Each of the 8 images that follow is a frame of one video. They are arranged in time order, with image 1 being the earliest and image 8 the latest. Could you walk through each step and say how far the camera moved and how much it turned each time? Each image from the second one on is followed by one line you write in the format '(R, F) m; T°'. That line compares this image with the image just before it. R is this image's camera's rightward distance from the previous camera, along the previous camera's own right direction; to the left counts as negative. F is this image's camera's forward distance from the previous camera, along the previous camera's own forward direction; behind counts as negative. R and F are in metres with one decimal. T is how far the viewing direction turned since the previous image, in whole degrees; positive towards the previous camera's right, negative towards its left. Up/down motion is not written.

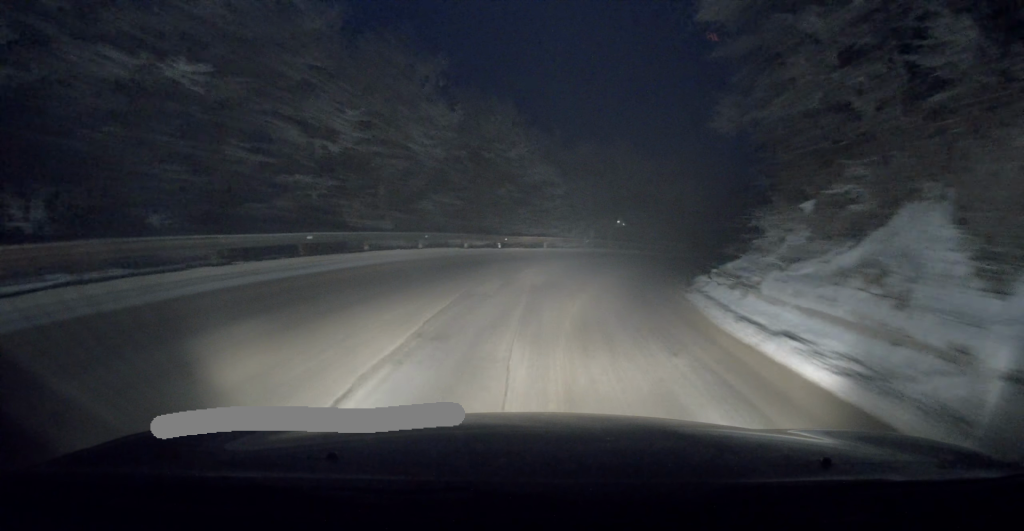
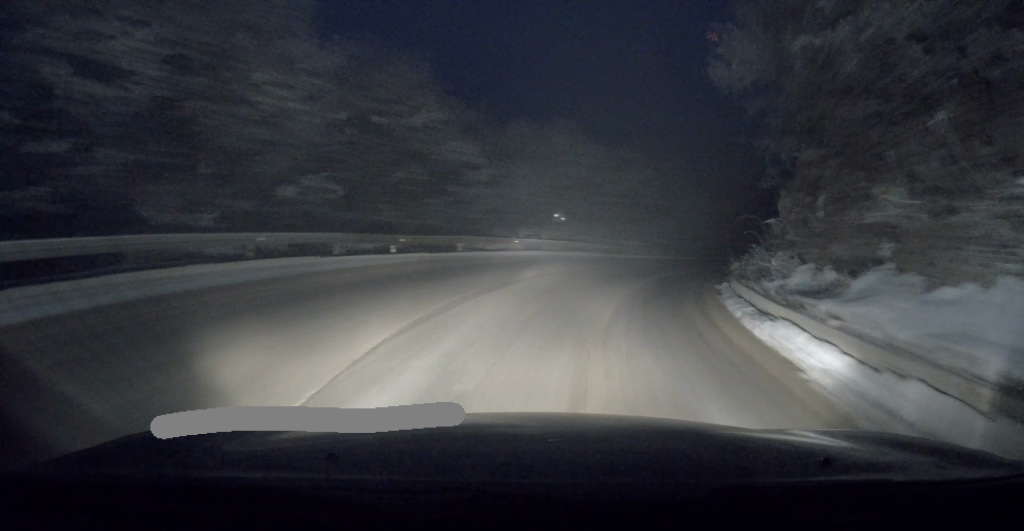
(+0.9, +9.4) m; +7°
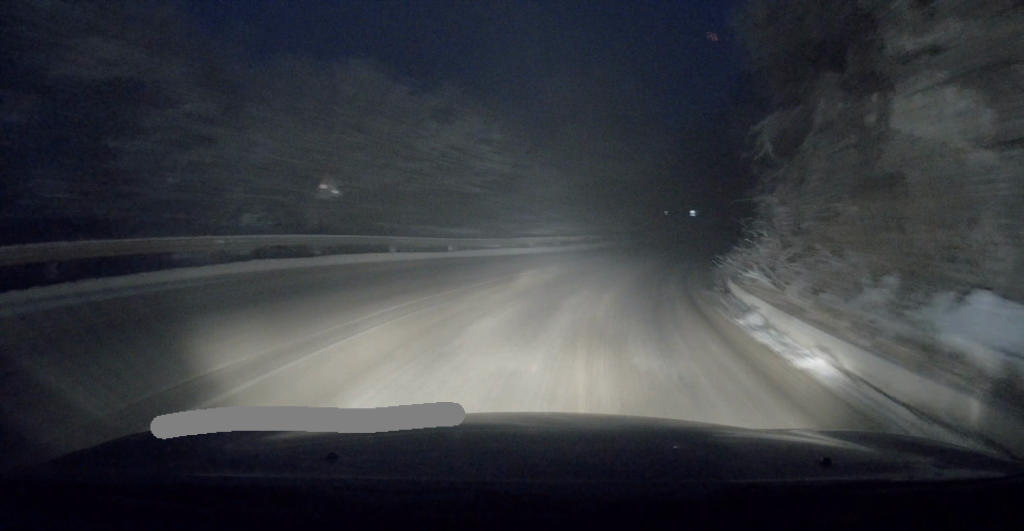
(+1.4, +15.8) m; +11°
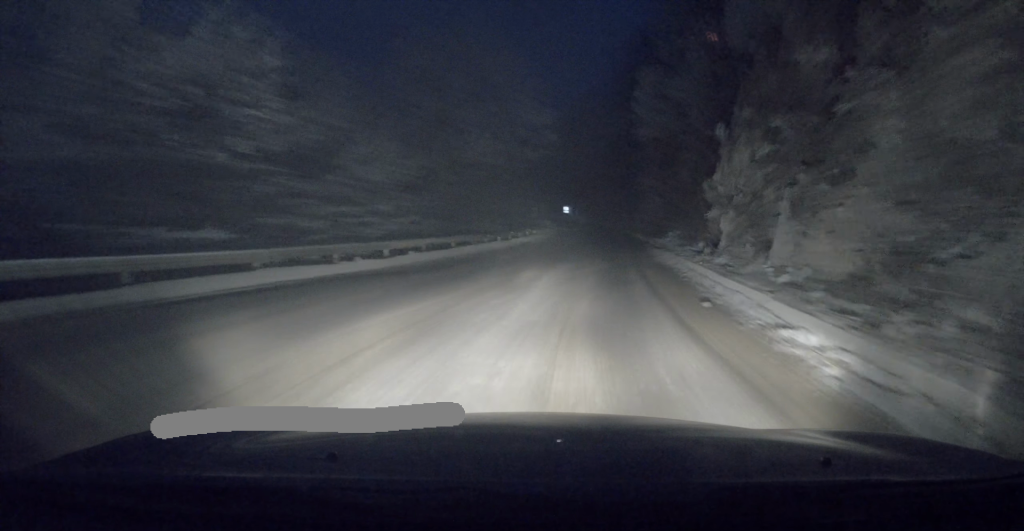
(+1.0, +13.4) m; +10°
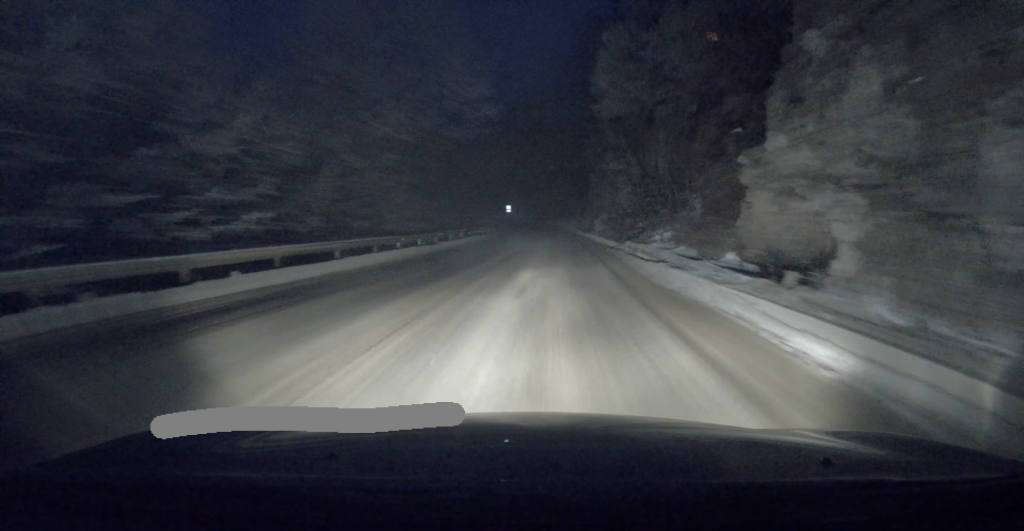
(+0.6, +10.0) m; +4°
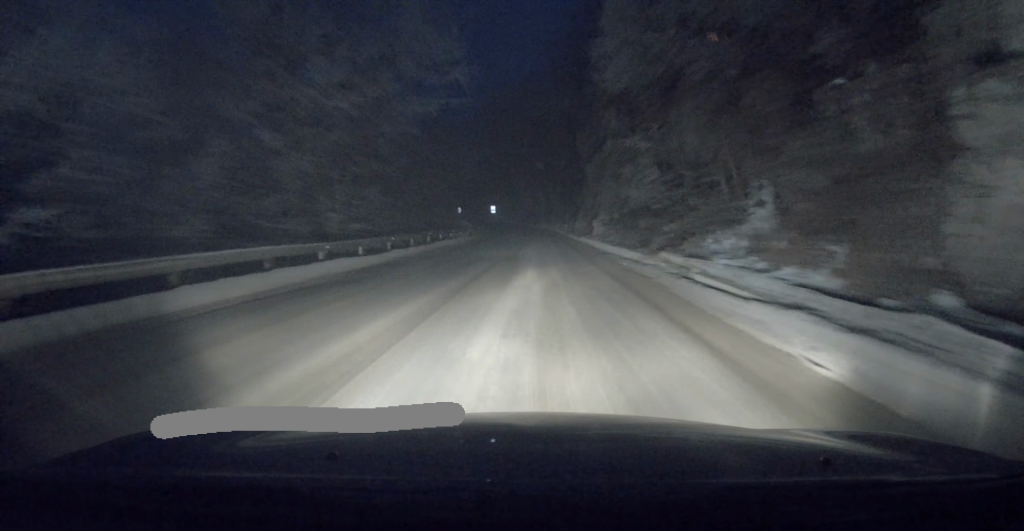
(+0.1, +8.9) m; +1°
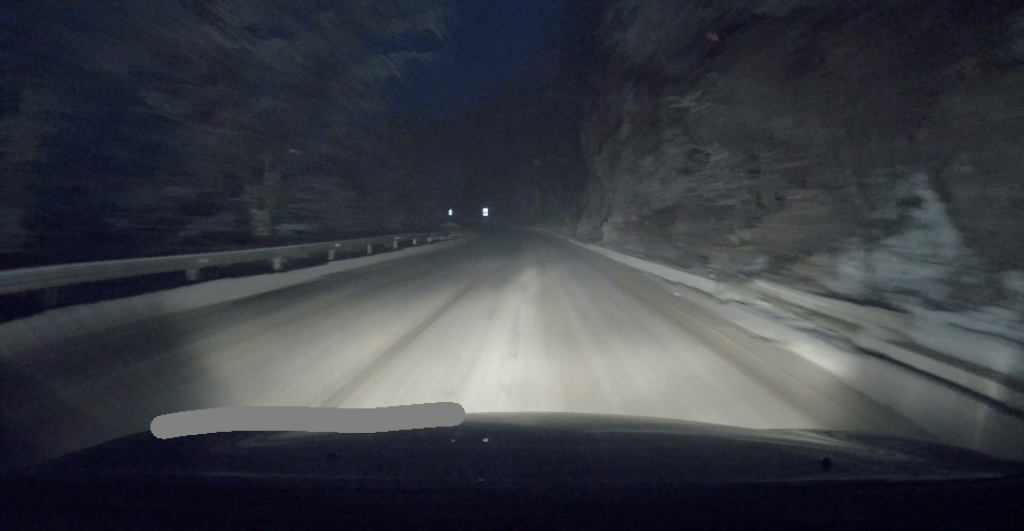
(+0.1, +7.1) m; +1°
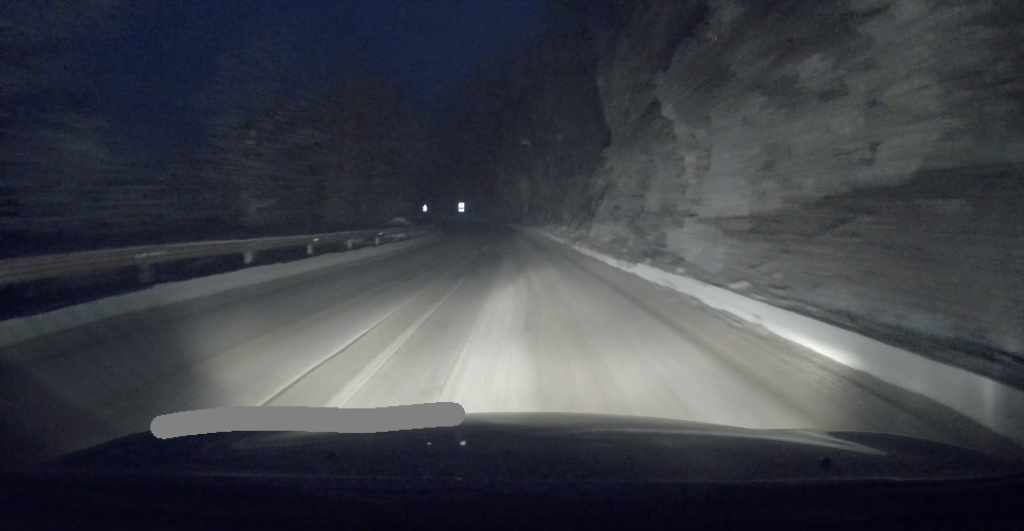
(+0.3, +17.3) m; +1°
